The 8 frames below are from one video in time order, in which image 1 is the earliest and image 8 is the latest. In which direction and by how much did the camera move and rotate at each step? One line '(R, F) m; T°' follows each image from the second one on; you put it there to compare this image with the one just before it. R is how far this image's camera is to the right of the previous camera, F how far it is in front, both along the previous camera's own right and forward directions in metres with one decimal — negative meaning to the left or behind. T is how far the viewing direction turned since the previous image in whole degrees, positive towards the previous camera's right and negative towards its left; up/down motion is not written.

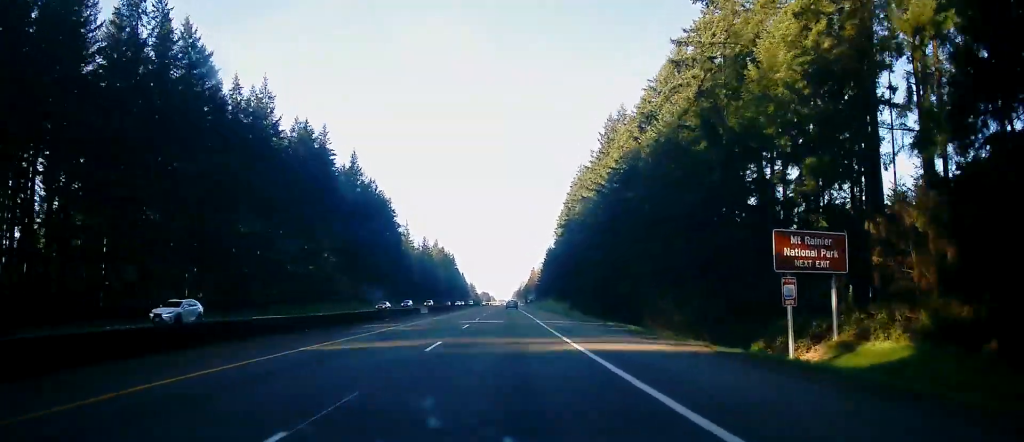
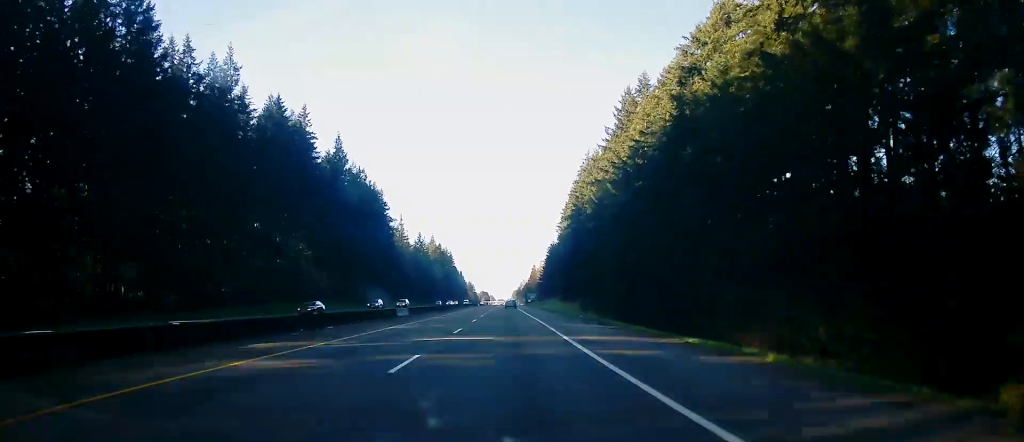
(0.0, +16.6) m; 0°
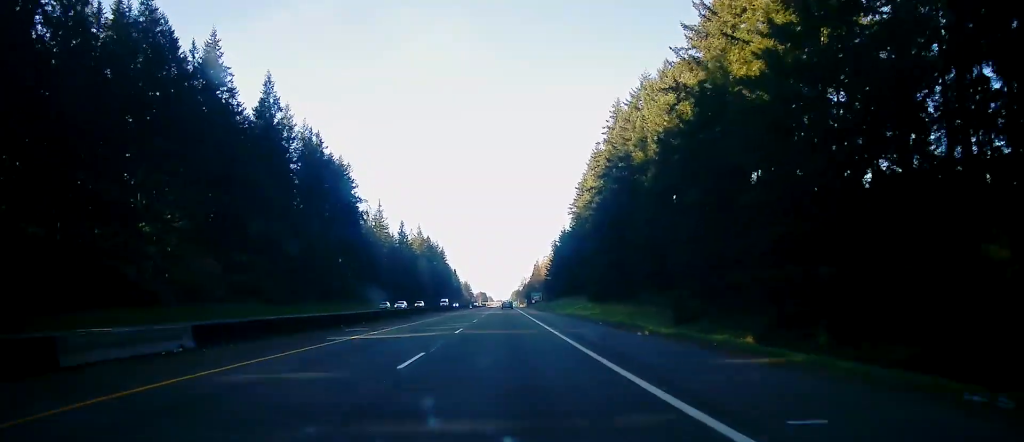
(-0.4, +47.9) m; -1°
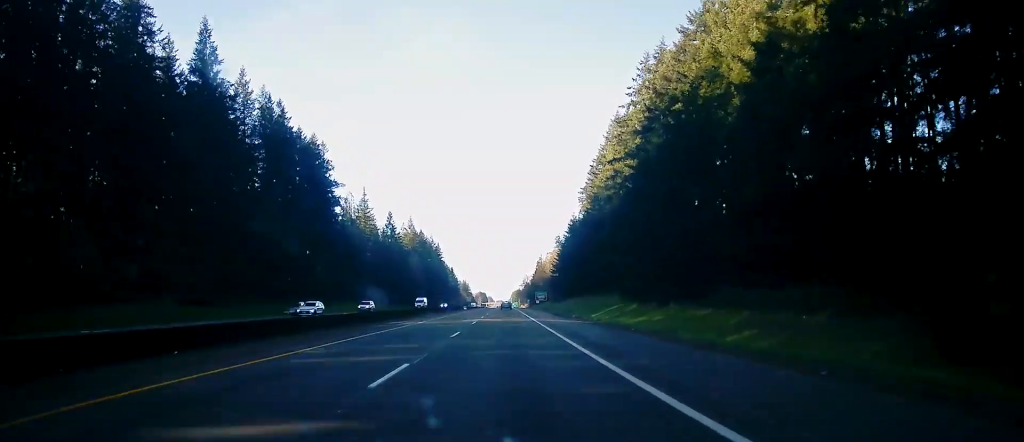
(0.0, +26.7) m; 0°
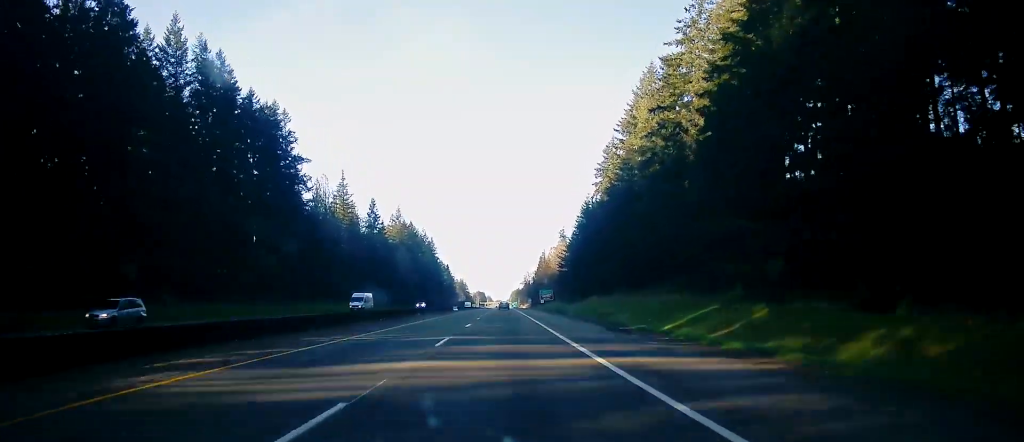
(+0.2, +28.8) m; 0°
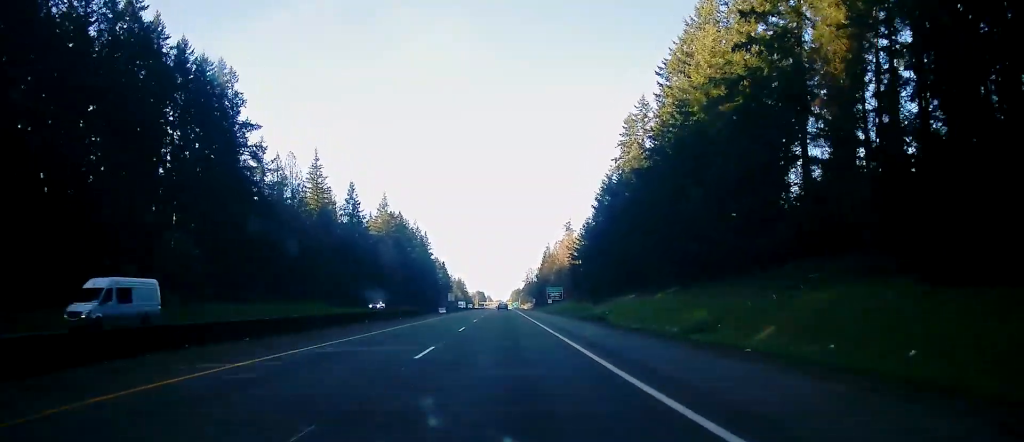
(0.0, +27.7) m; 0°
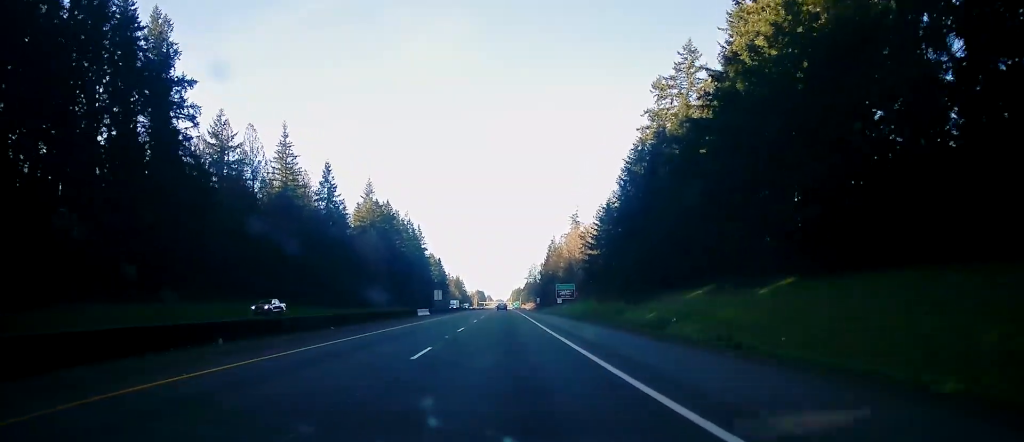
(0.0, +24.4) m; 0°
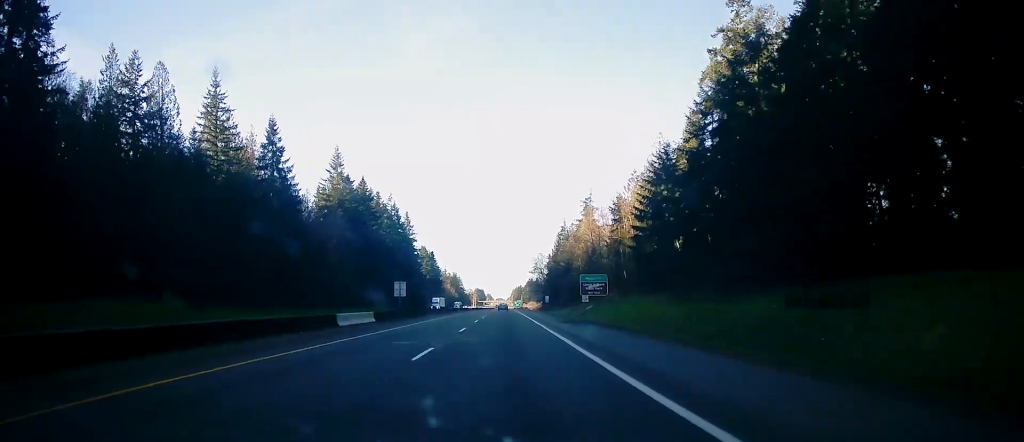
(0.0, +36.6) m; 0°
